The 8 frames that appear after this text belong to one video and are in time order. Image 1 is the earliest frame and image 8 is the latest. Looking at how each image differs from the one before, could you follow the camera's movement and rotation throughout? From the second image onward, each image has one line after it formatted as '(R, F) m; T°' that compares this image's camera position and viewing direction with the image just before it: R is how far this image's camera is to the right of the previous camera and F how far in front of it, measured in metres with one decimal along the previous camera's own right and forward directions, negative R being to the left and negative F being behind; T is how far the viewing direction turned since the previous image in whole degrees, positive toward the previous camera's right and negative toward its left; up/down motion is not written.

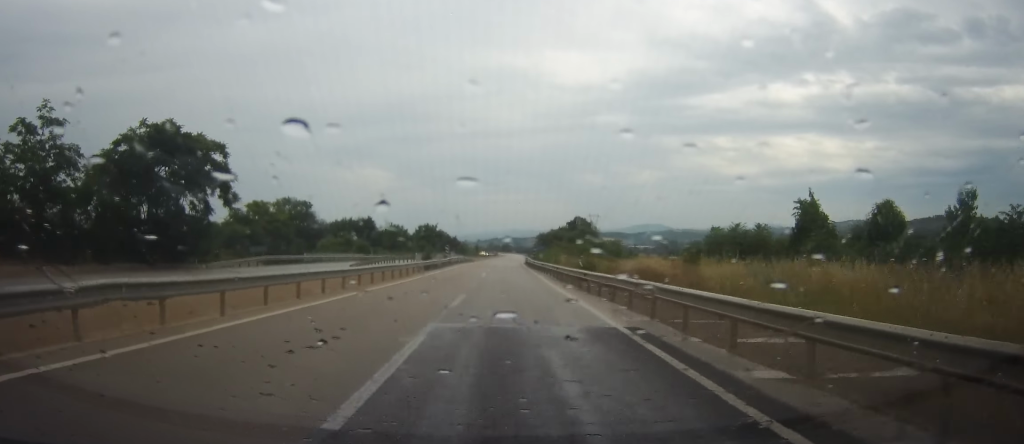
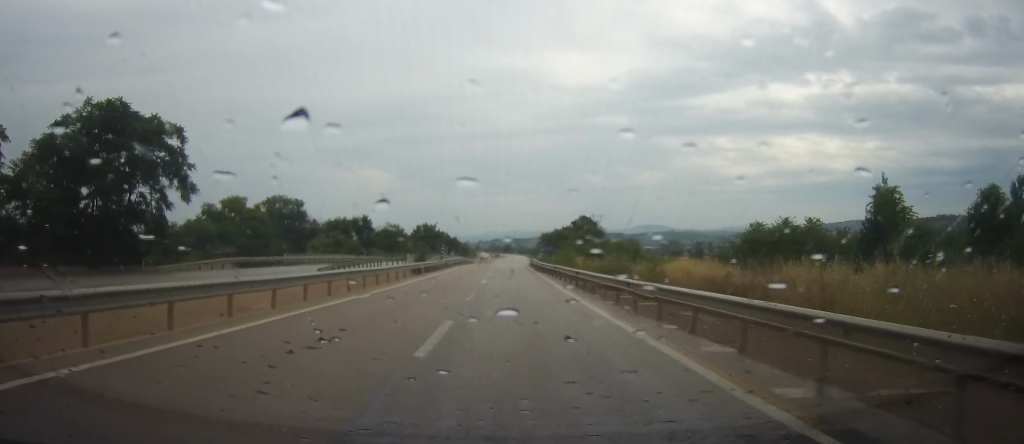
(0.0, +7.9) m; 0°
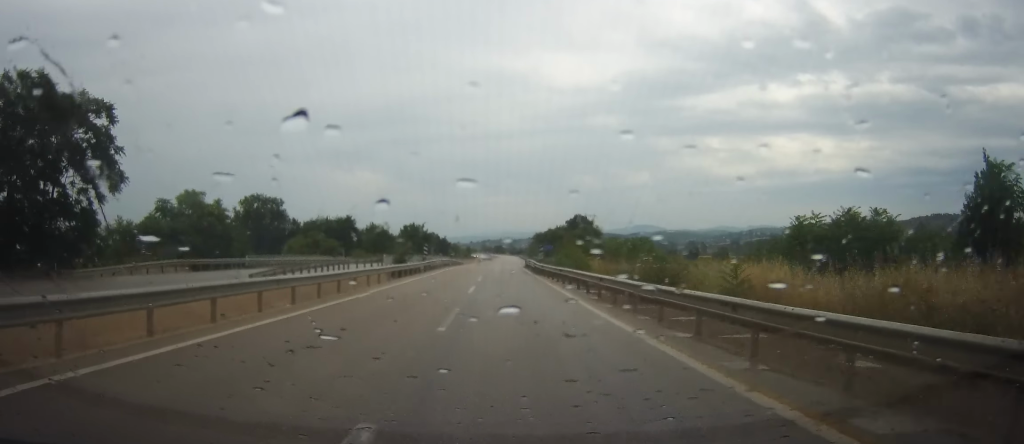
(-0.2, +8.6) m; -1°
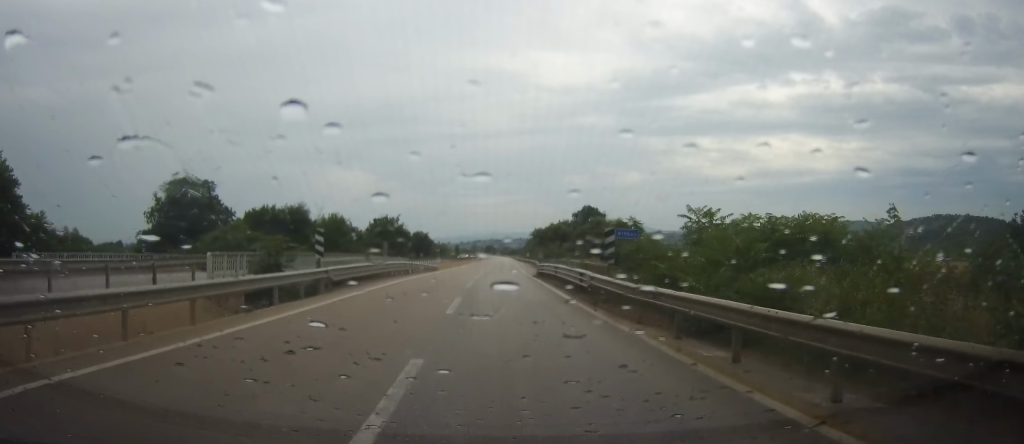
(+0.2, +32.1) m; +1°
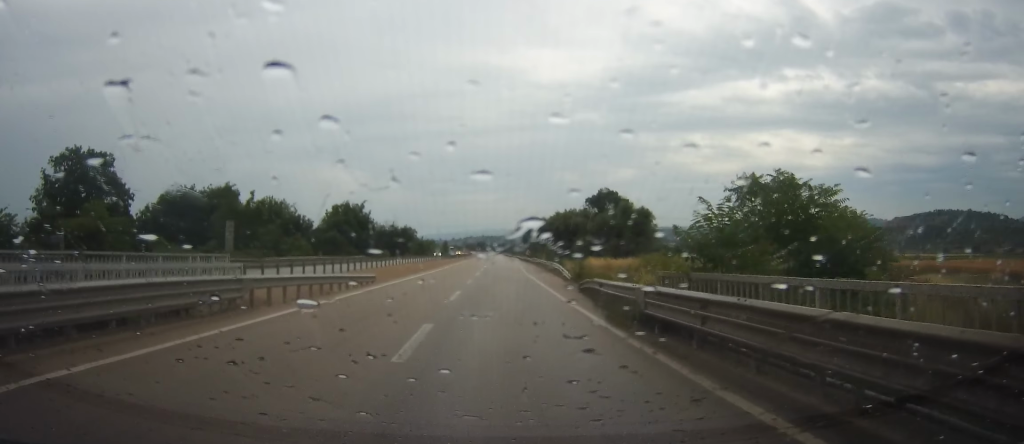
(-0.4, +30.9) m; +1°
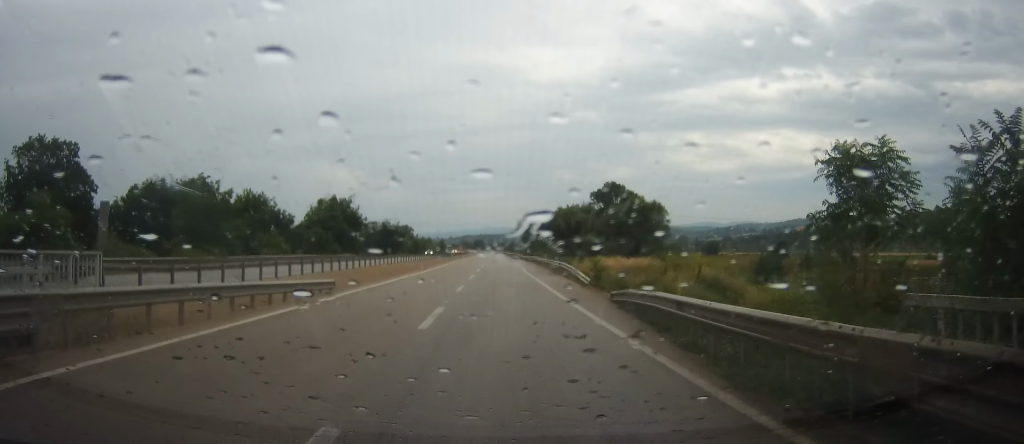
(+0.4, +8.2) m; +1°
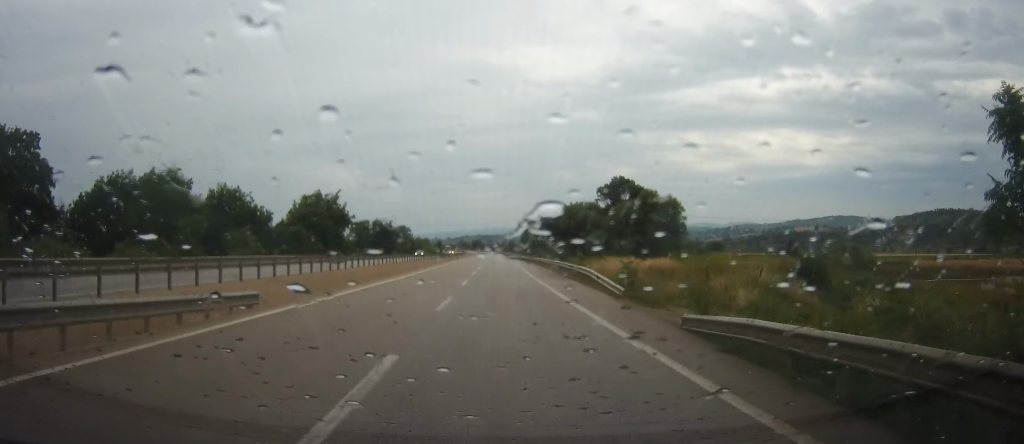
(+0.2, +8.4) m; +1°
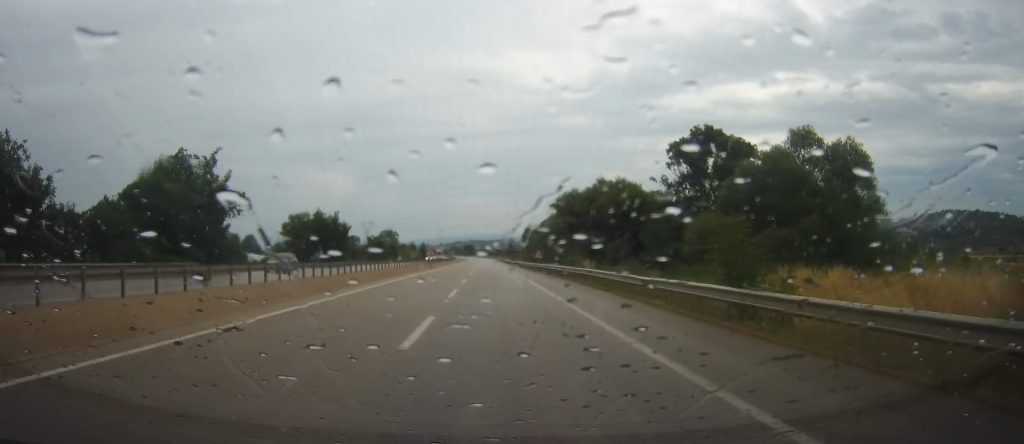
(-0.7, +41.8) m; -1°
